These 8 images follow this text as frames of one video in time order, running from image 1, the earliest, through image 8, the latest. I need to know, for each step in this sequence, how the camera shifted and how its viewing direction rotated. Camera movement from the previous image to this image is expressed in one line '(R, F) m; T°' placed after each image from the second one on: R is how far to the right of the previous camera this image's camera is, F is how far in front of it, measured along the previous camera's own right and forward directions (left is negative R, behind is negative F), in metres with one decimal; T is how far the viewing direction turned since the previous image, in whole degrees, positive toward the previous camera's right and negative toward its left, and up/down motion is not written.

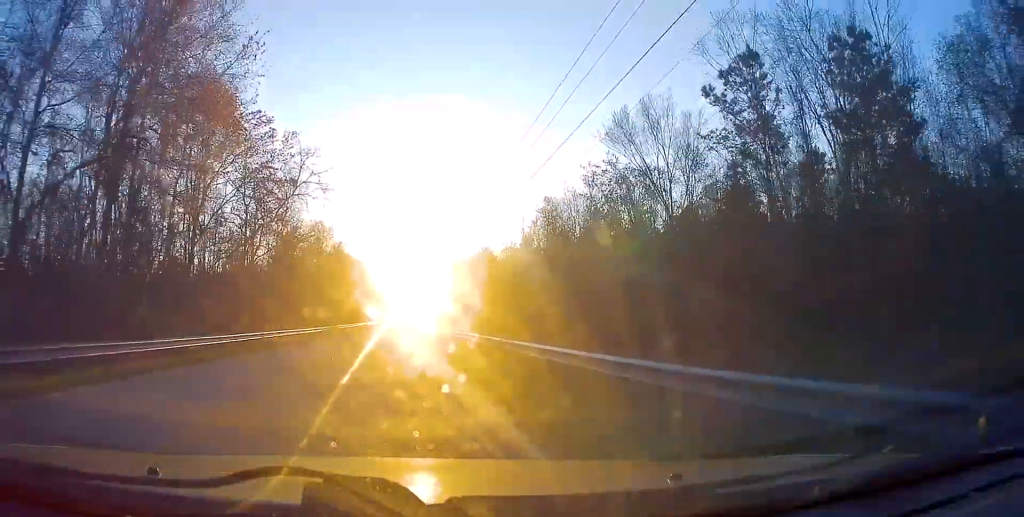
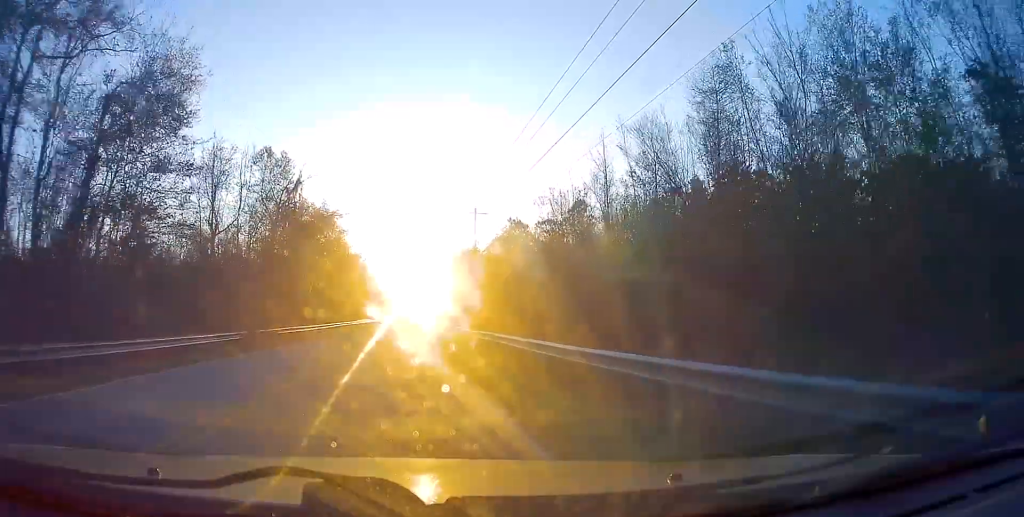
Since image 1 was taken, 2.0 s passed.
(-0.5, +30.4) m; 0°
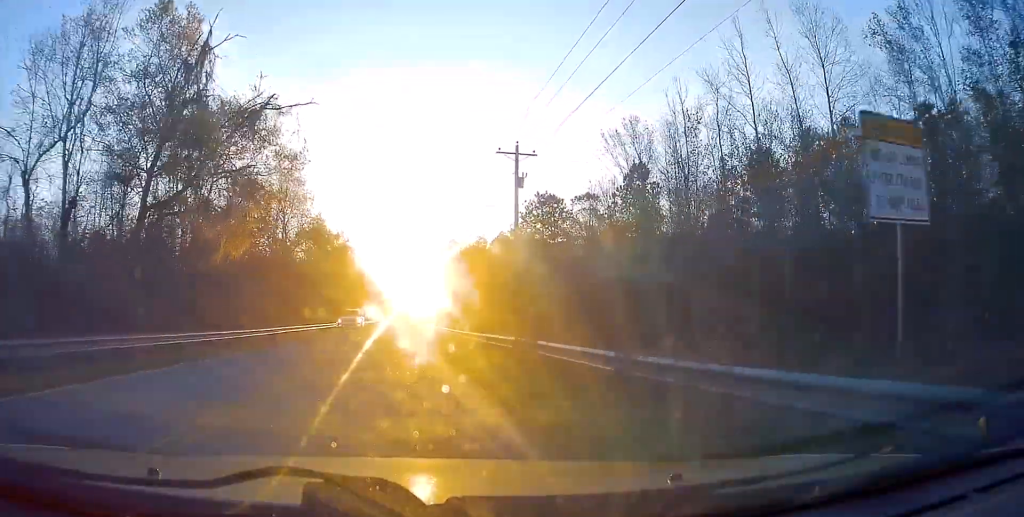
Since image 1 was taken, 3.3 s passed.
(+0.4, +21.2) m; +1°
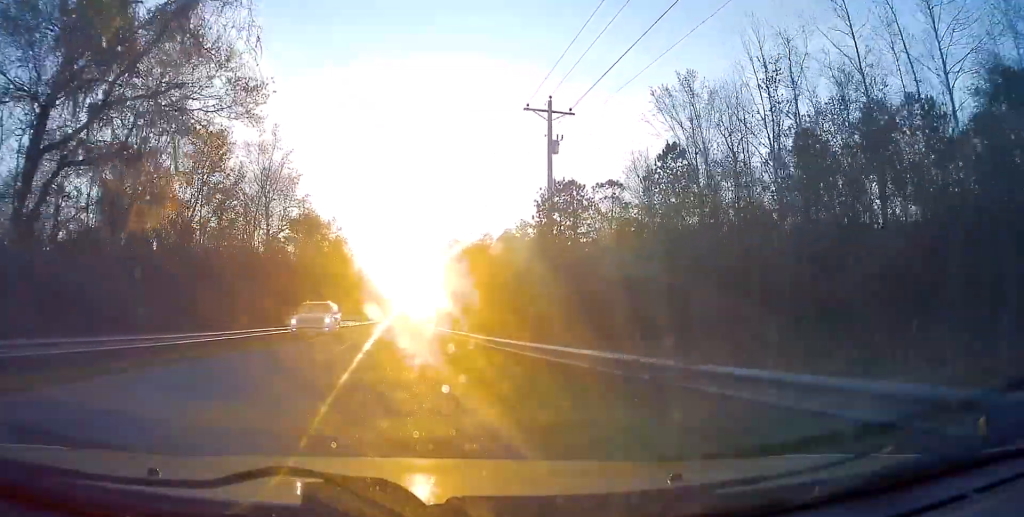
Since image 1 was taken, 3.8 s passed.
(0.0, +7.6) m; 0°
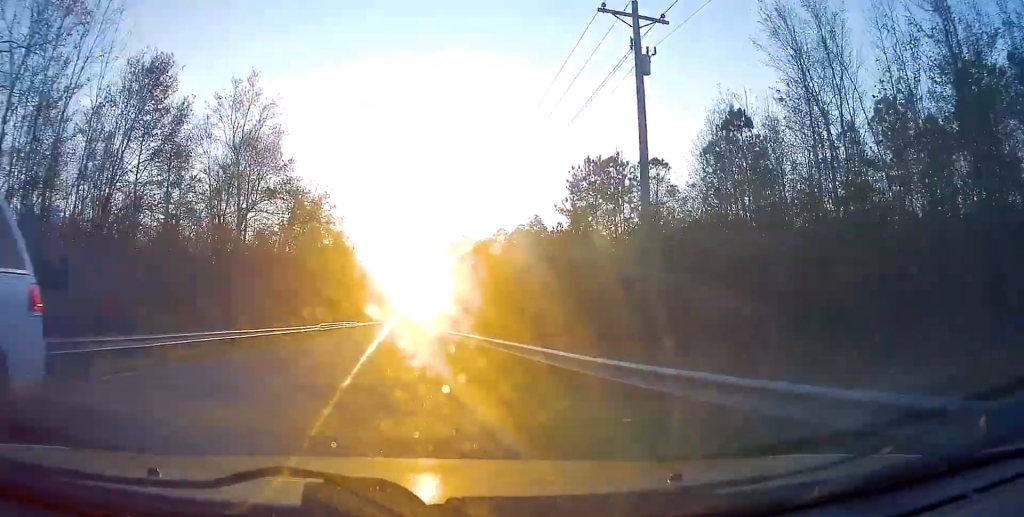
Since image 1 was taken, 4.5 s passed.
(0.0, +9.8) m; 0°
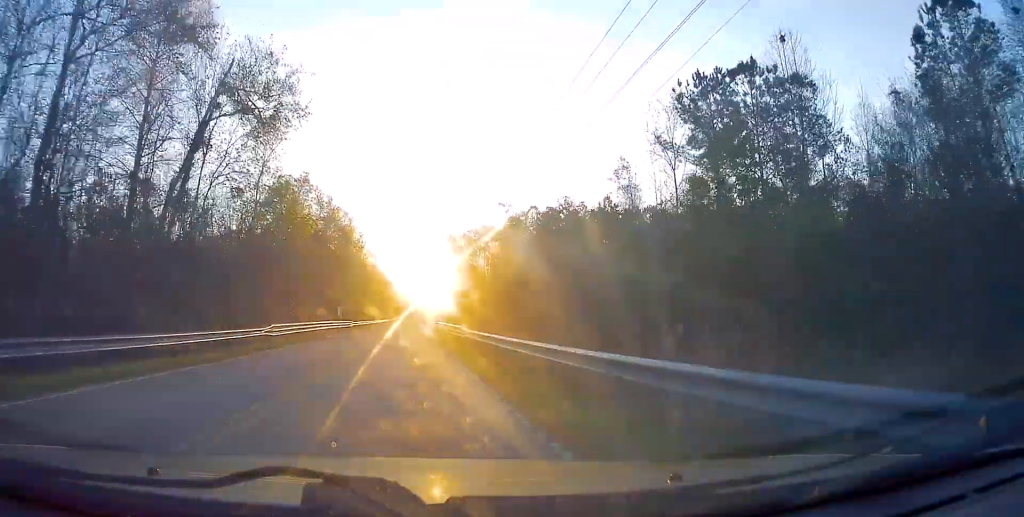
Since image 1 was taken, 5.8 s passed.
(-0.3, +20.4) m; -2°
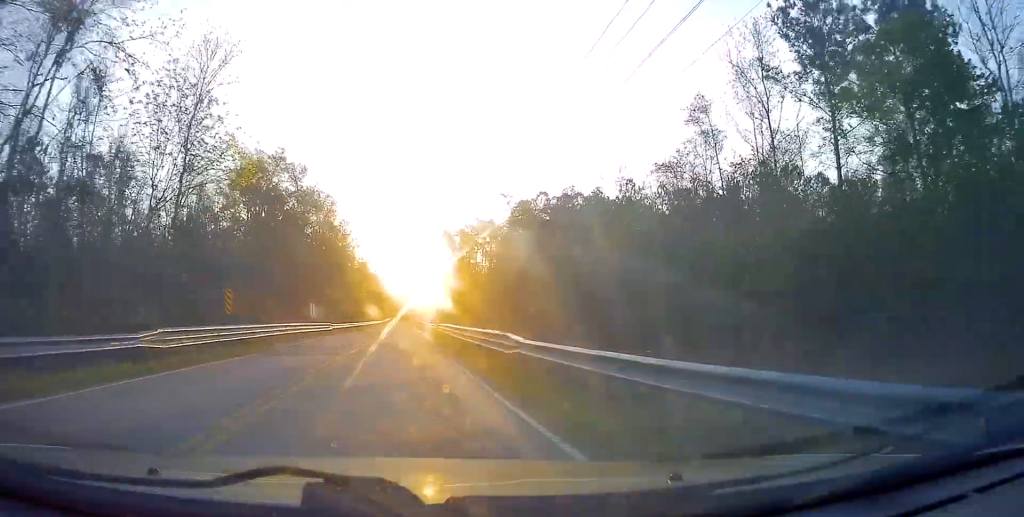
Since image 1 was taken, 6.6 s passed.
(-0.3, +11.5) m; 0°
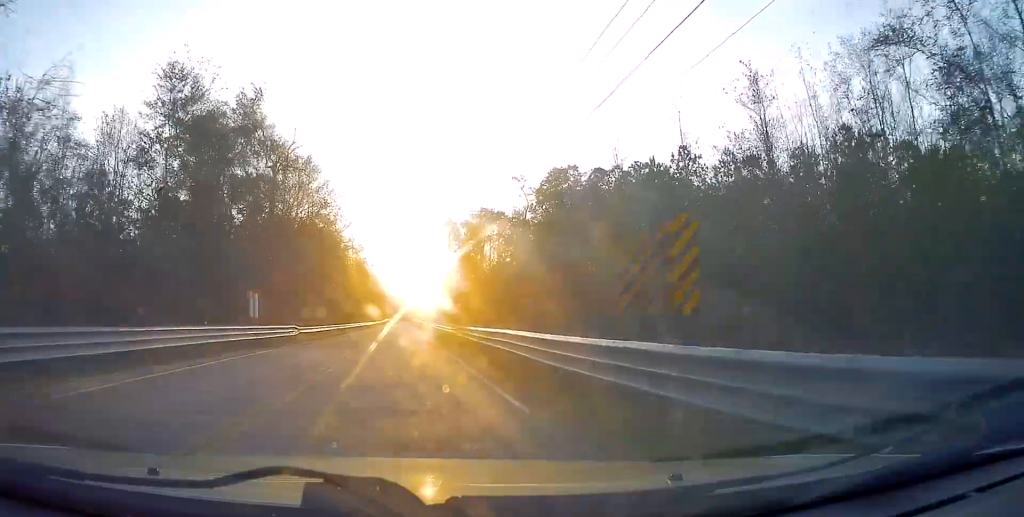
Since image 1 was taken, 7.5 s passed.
(+0.4, +14.7) m; 0°
